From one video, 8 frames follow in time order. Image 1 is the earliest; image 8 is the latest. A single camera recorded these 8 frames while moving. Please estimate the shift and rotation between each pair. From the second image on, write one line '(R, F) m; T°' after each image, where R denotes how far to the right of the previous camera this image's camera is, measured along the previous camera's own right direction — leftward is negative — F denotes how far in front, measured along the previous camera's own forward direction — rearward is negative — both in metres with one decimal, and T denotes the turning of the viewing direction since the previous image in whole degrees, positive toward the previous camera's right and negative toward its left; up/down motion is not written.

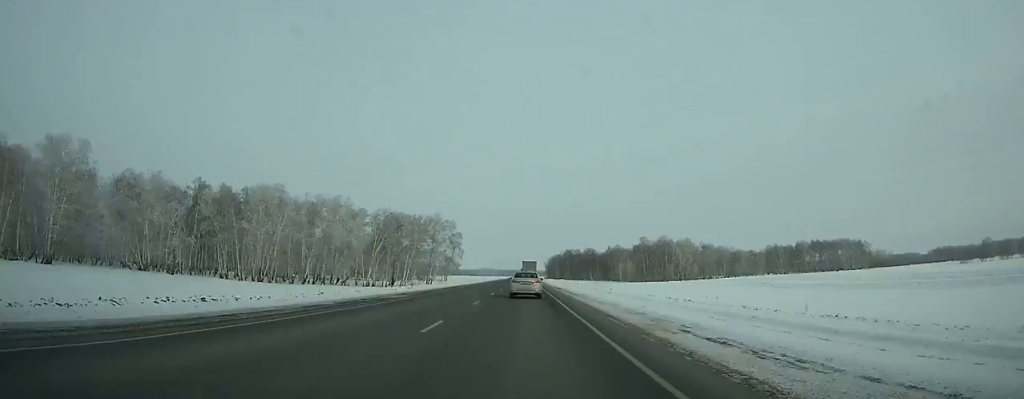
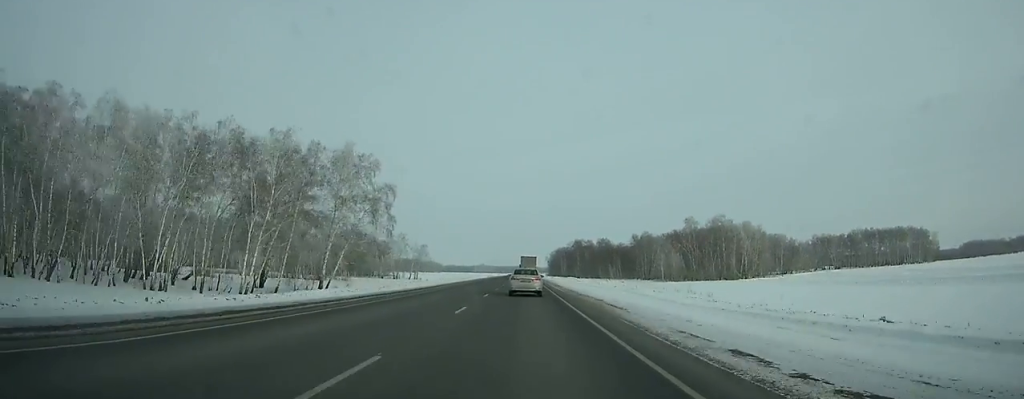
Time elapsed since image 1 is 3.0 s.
(+0.1, +77.2) m; 0°
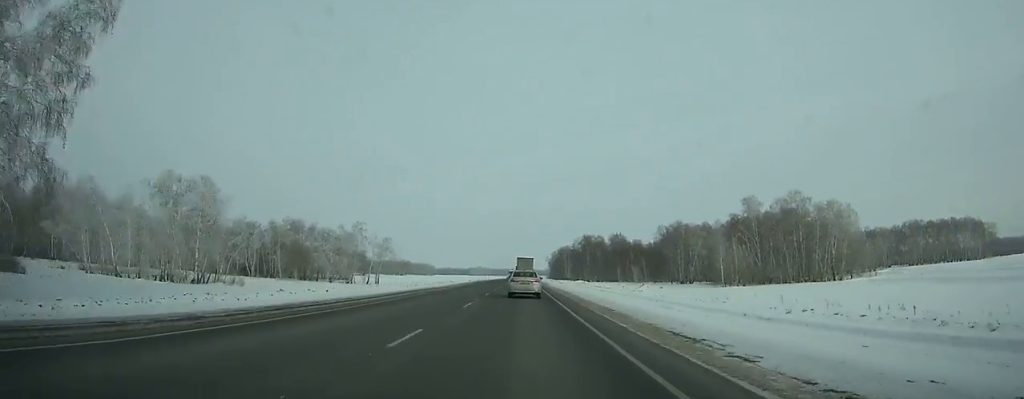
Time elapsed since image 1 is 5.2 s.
(0.0, +56.5) m; 0°
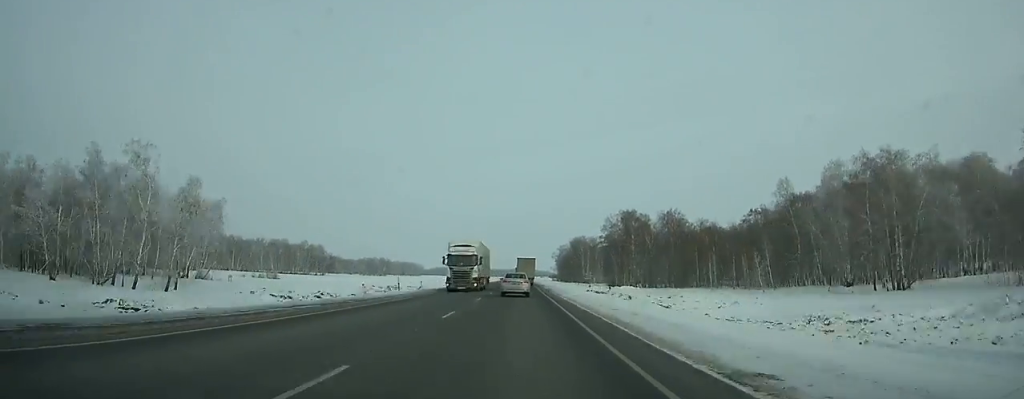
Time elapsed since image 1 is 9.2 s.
(+0.5, +104.7) m; 0°
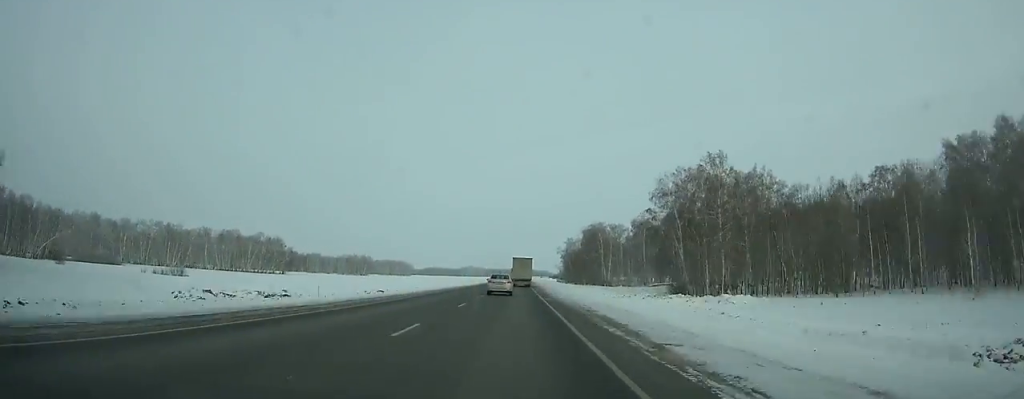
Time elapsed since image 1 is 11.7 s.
(-0.2, +68.1) m; -1°
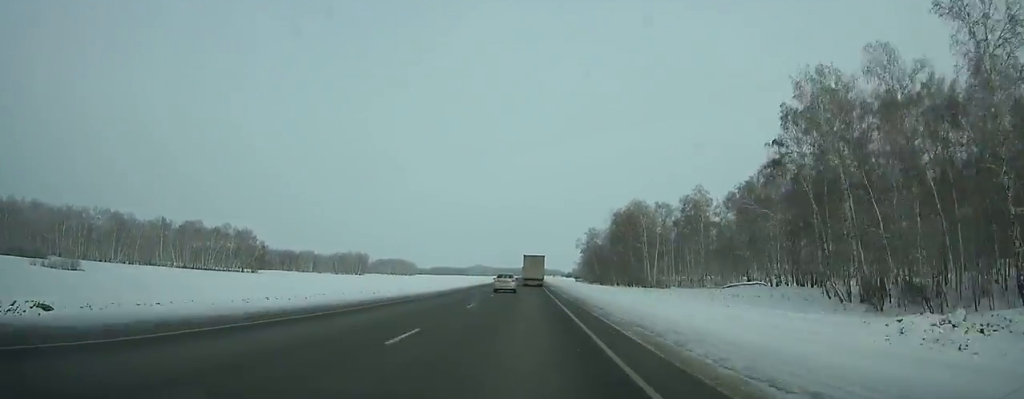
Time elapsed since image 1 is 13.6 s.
(-0.4, +53.4) m; 0°
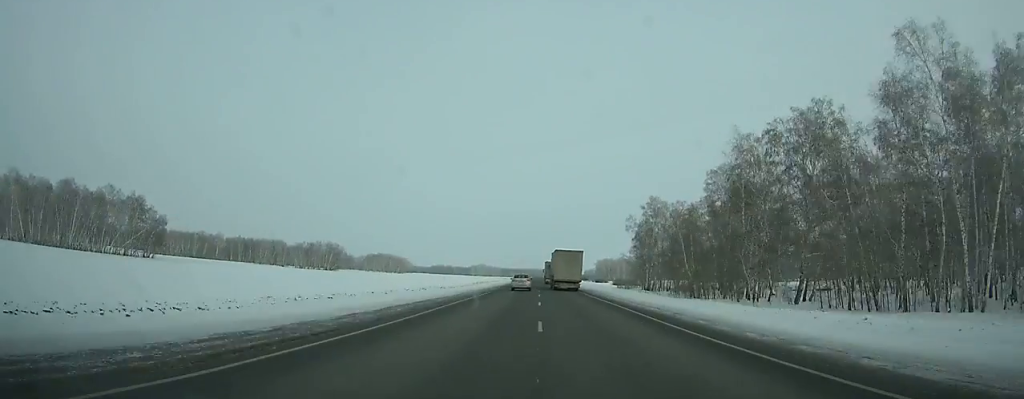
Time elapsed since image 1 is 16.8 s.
(-0.6, +94.1) m; 0°
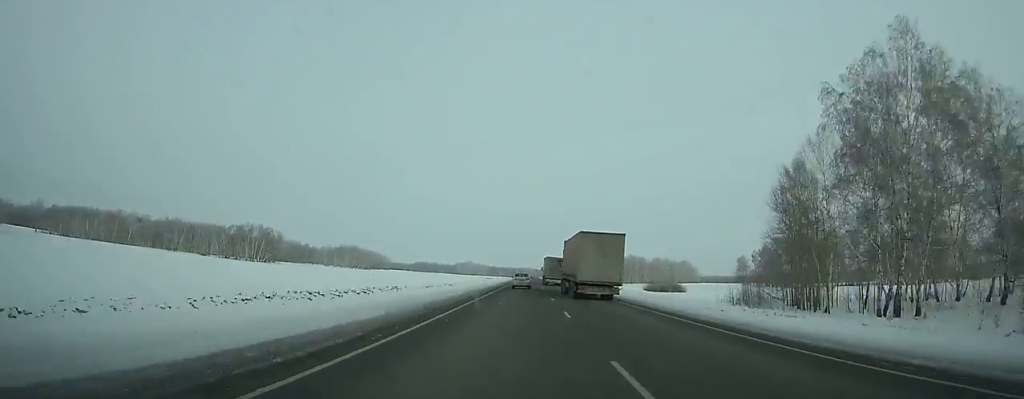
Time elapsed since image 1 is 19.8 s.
(+0.7, +92.7) m; +1°
